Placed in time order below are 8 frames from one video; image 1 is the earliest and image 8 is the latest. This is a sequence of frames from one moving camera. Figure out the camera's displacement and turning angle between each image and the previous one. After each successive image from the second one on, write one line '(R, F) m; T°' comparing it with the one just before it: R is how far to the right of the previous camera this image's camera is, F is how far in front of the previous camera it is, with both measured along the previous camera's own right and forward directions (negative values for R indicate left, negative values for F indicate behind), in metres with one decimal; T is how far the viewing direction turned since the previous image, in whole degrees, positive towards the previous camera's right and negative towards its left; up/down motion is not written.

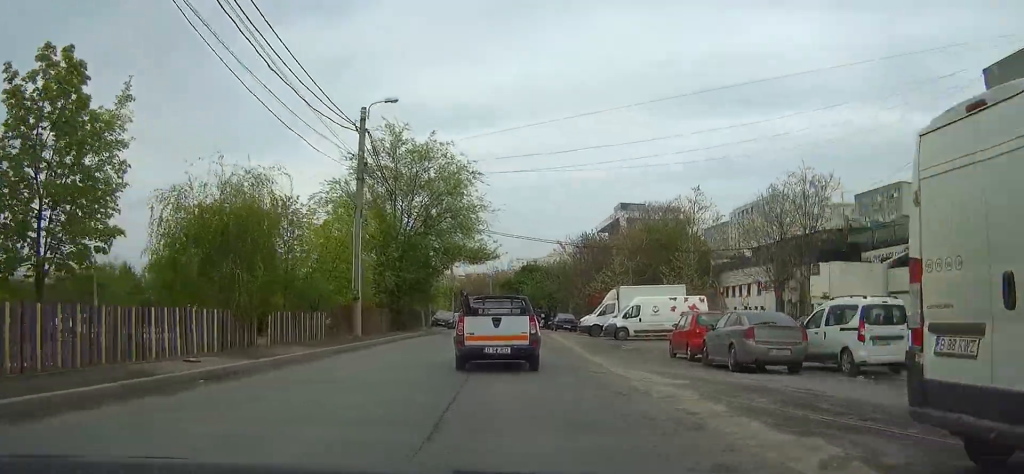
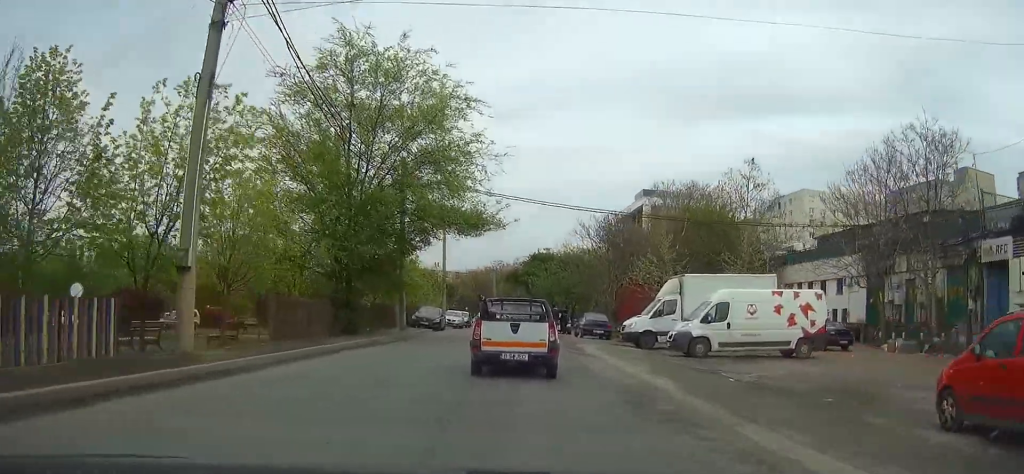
(-0.1, +15.7) m; -1°
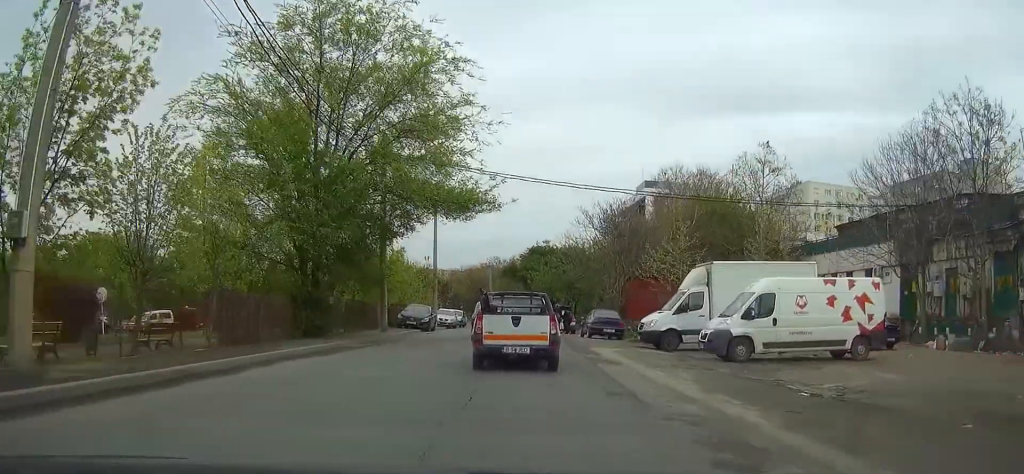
(0.0, +4.9) m; 0°
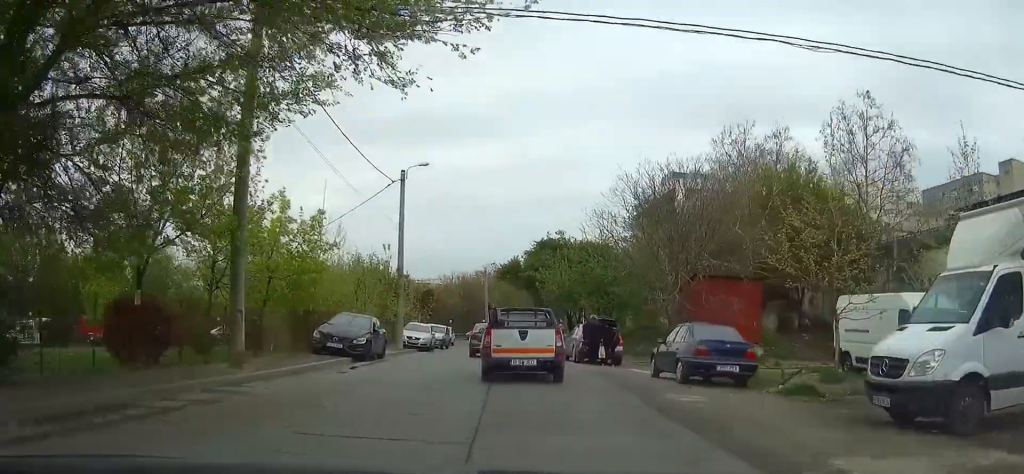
(-0.2, +17.9) m; -1°
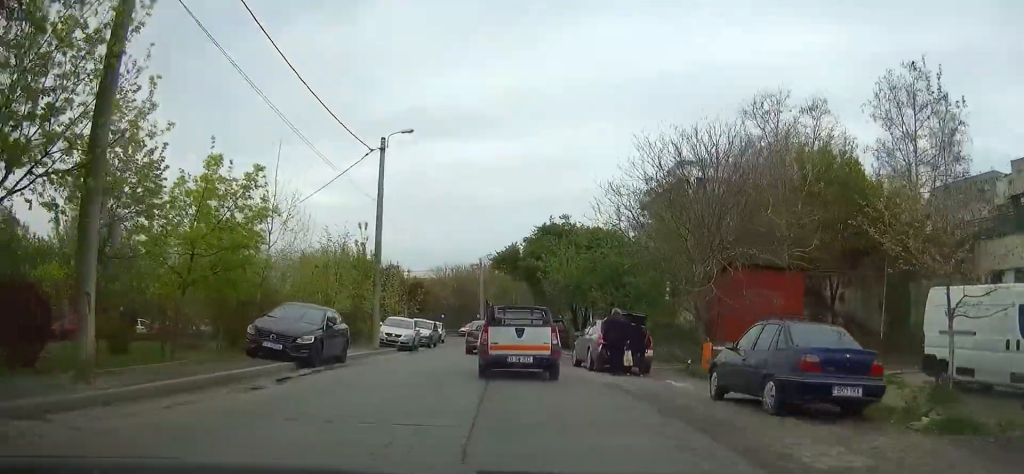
(0.0, +5.9) m; 0°
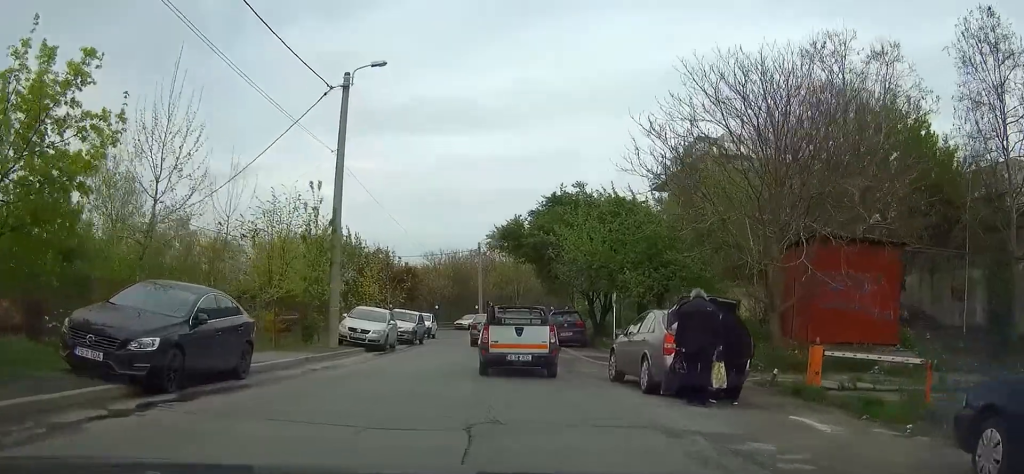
(+0.1, +8.1) m; 0°
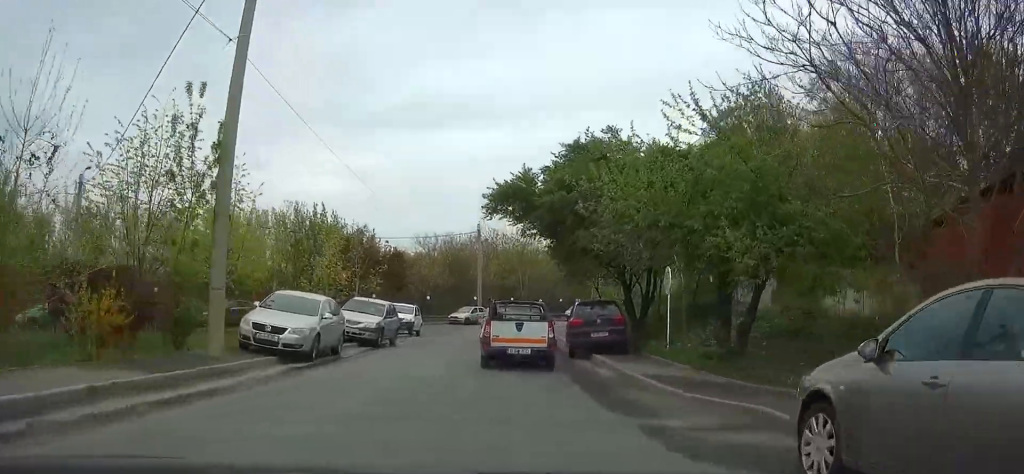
(-0.1, +10.2) m; 0°
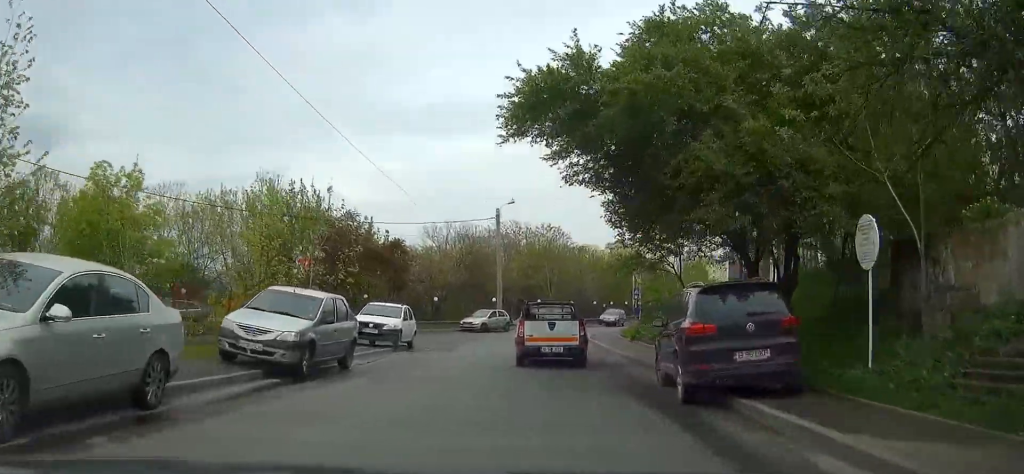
(+0.1, +11.3) m; 0°
